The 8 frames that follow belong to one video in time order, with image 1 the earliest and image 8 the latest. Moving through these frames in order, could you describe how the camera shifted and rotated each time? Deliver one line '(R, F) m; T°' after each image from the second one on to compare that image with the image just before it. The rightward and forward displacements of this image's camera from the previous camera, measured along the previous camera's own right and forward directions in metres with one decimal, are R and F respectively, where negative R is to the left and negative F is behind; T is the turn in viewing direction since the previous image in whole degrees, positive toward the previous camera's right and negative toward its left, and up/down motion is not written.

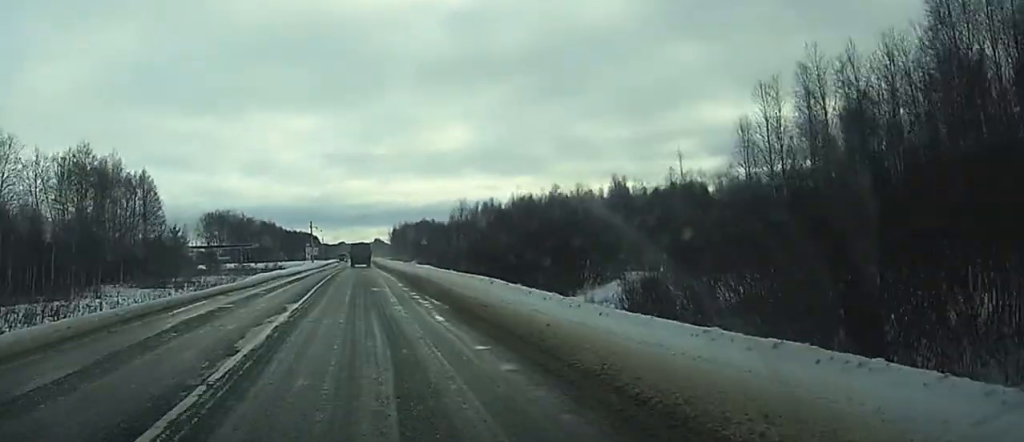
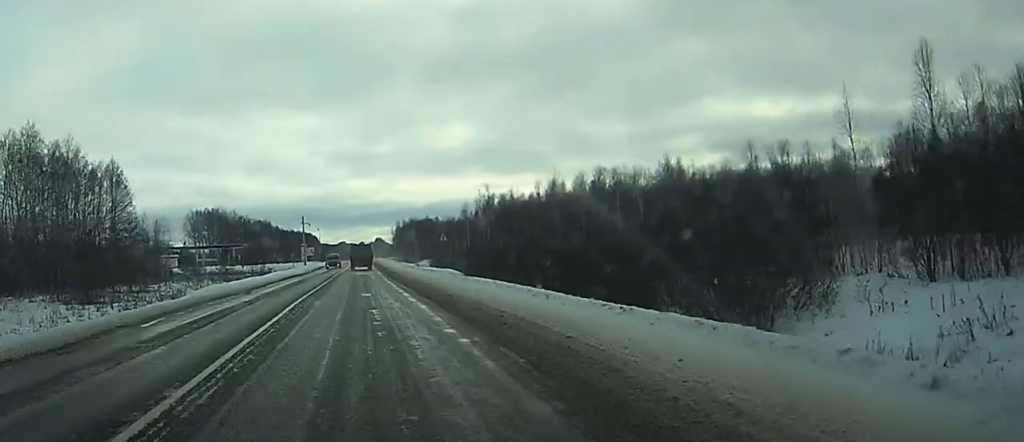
(0.0, +24.8) m; 0°
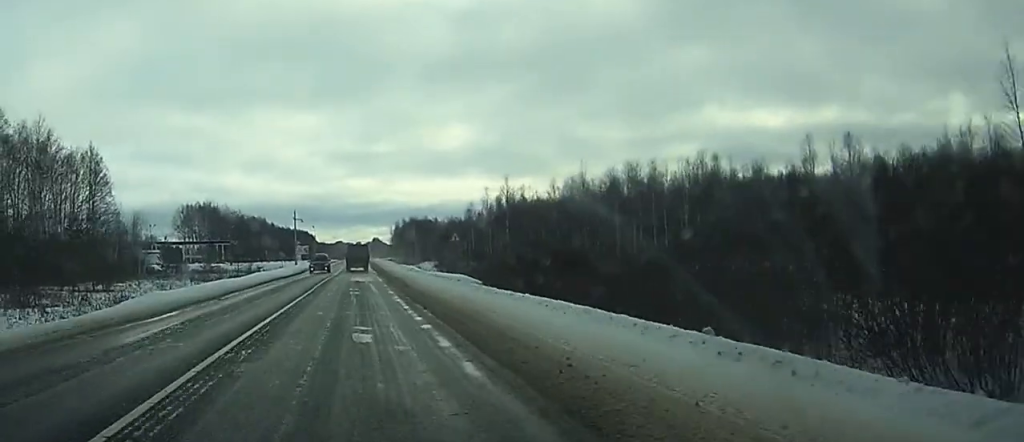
(0.0, +12.8) m; 0°
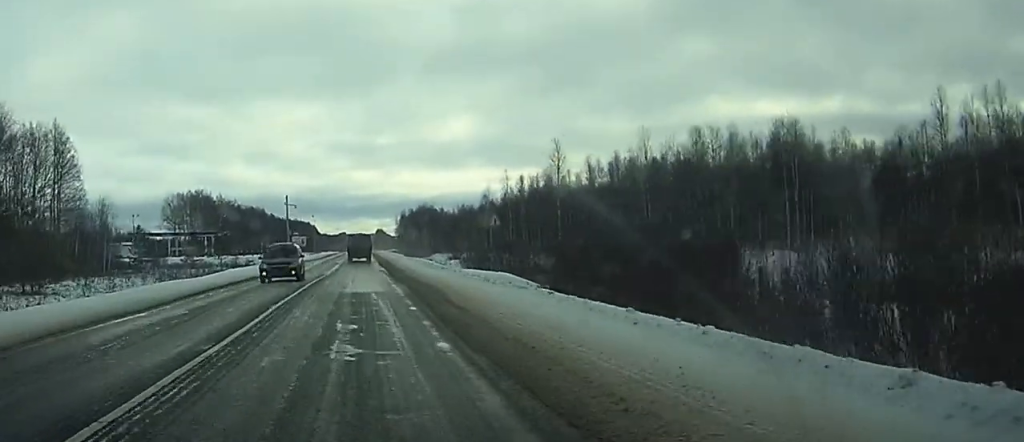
(0.0, +19.7) m; 0°
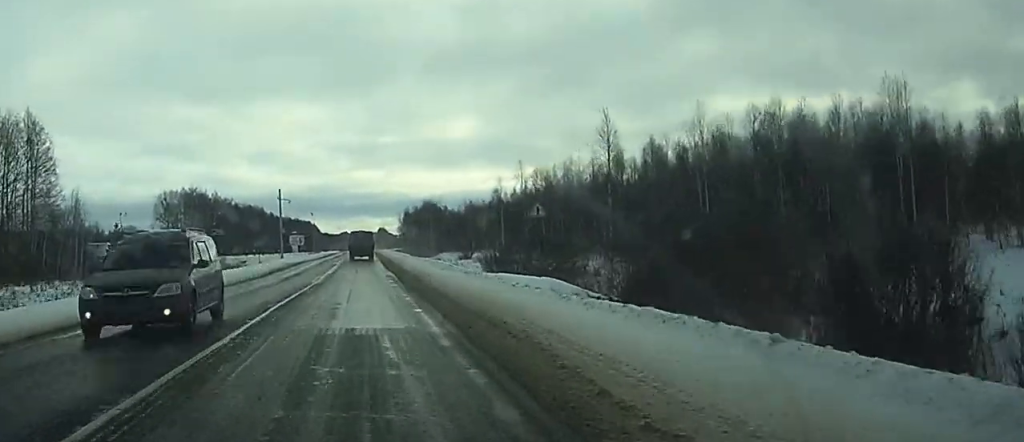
(-0.1, +12.0) m; 0°
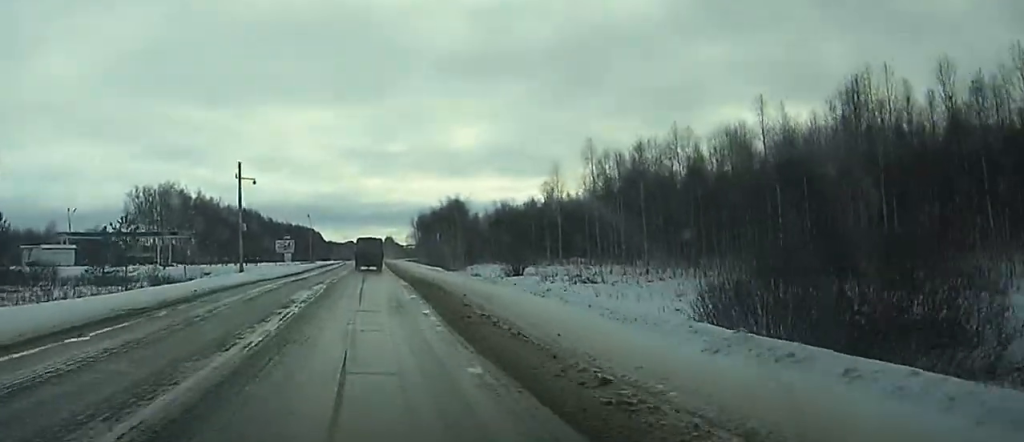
(-0.1, +38.7) m; -1°
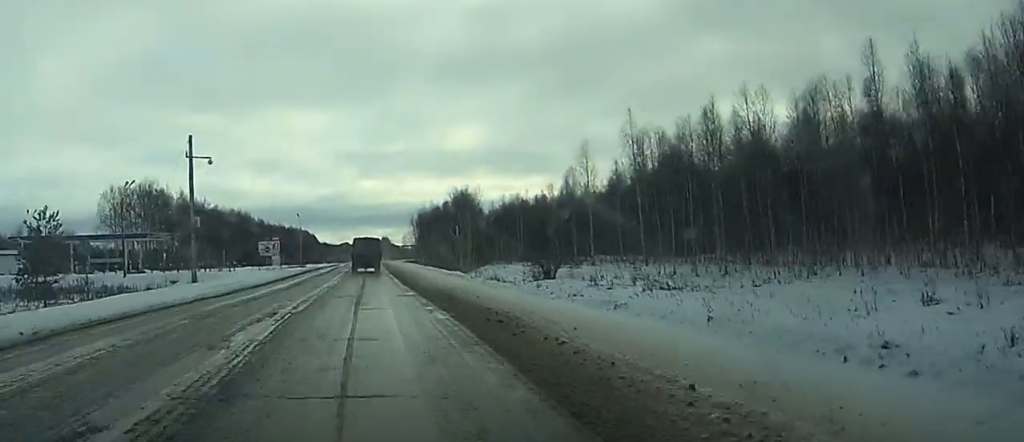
(-0.3, +17.2) m; -1°
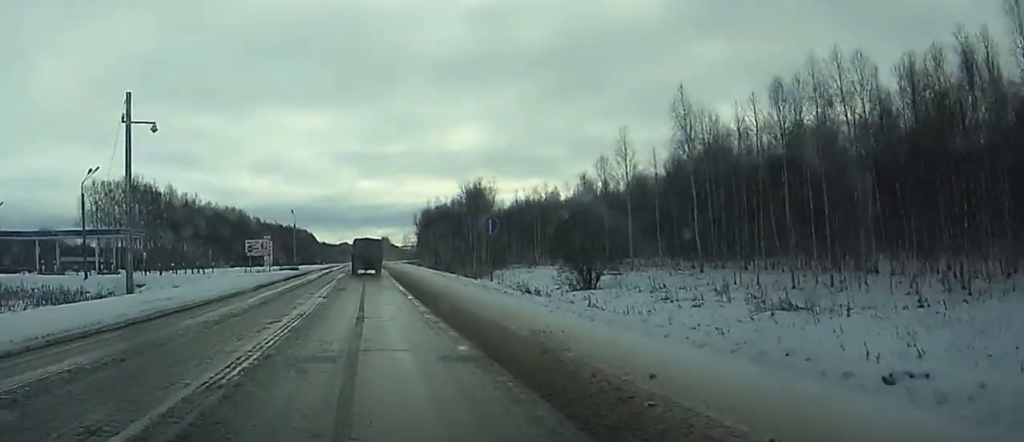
(-0.1, +13.7) m; 0°
